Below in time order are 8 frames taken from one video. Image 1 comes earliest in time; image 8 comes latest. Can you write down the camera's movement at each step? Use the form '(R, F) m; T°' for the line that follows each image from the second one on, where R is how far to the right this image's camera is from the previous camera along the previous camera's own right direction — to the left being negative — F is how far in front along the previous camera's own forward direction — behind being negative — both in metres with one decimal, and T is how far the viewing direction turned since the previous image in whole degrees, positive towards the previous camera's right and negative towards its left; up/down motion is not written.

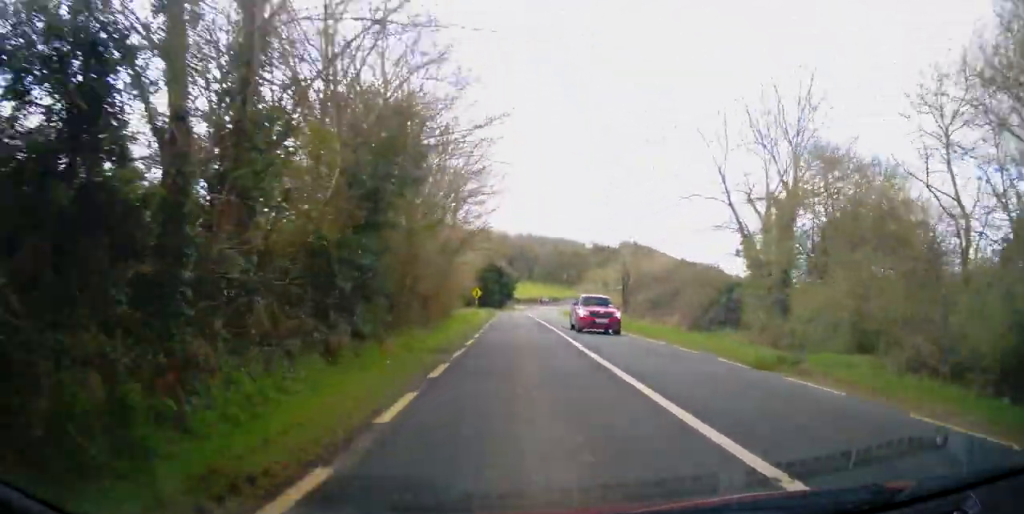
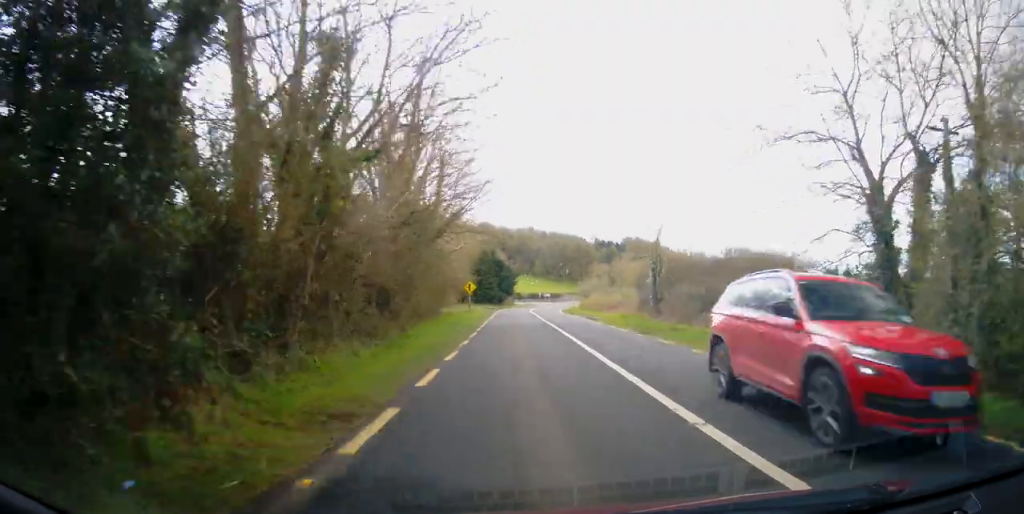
(0.0, +9.3) m; 0°
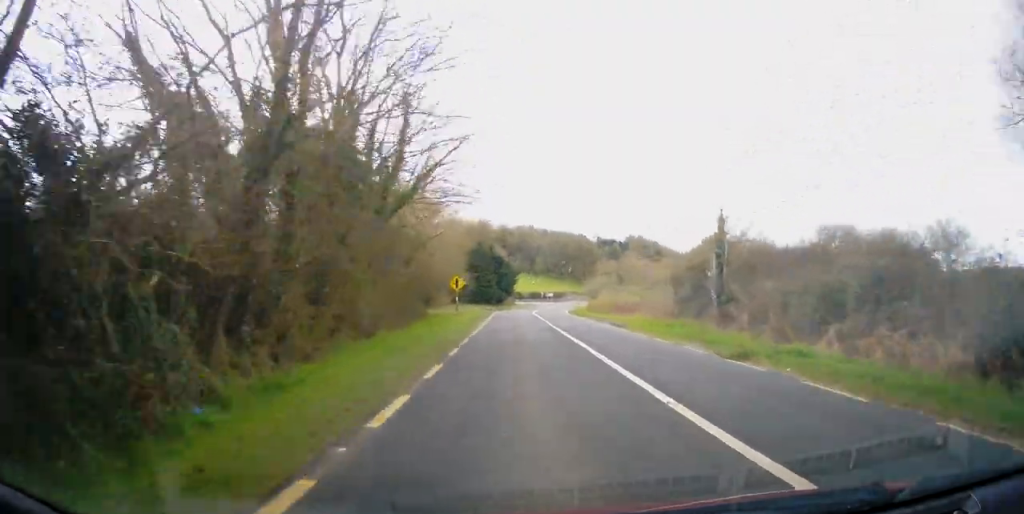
(0.0, +10.8) m; 0°
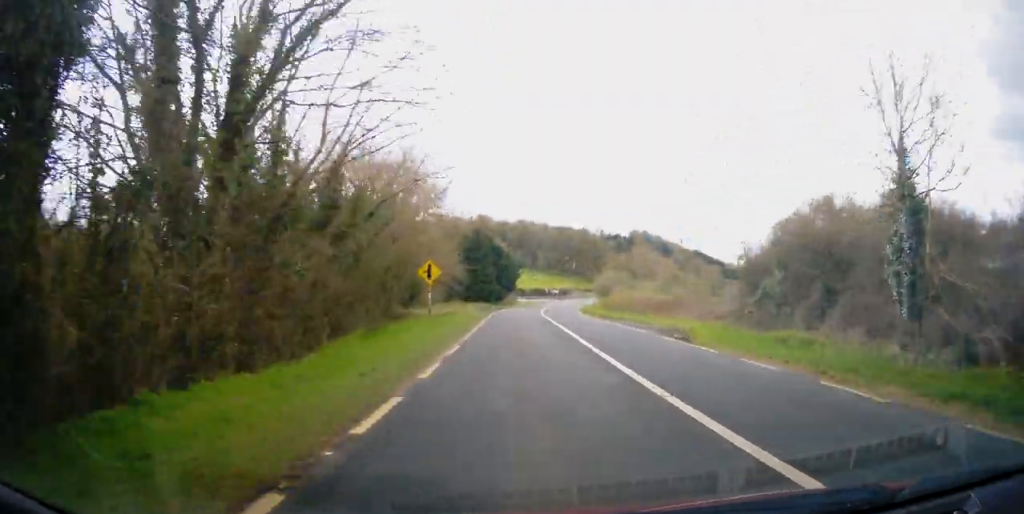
(0.0, +12.2) m; 0°
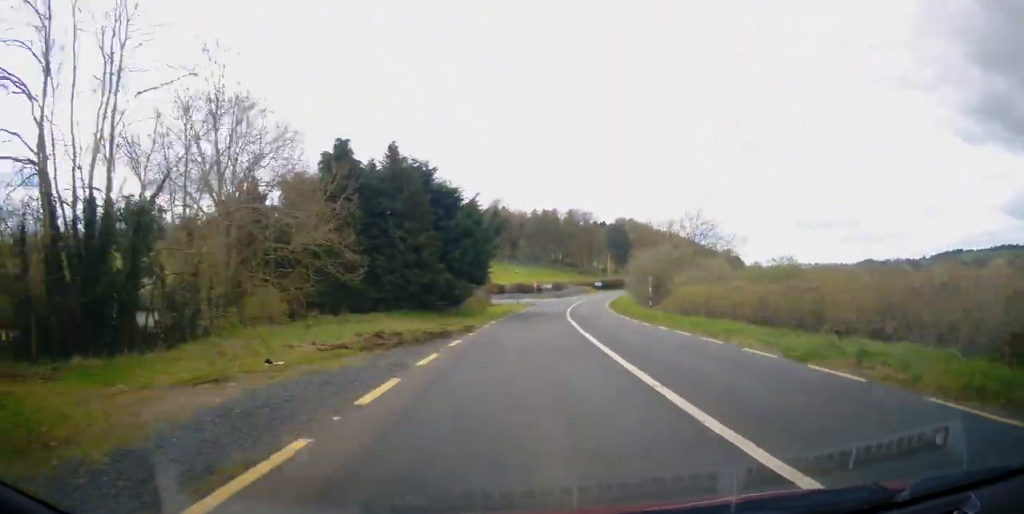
(0.0, +46.1) m; +1°
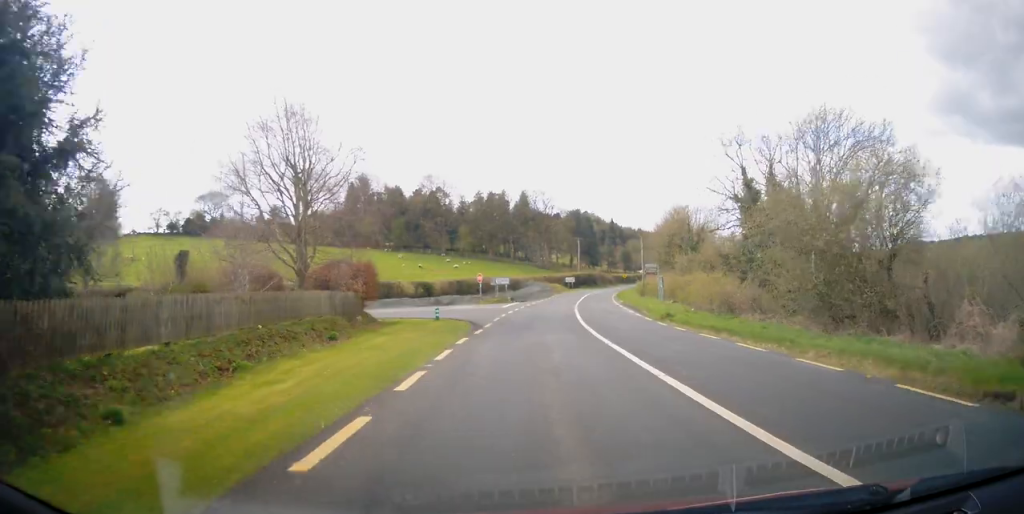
(+2.1, +42.0) m; +5°
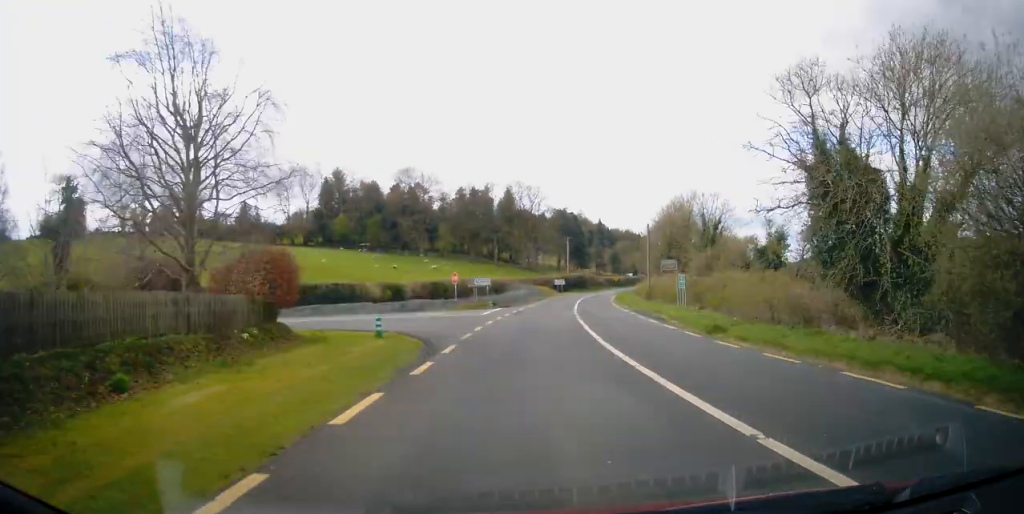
(-0.1, +10.1) m; +1°
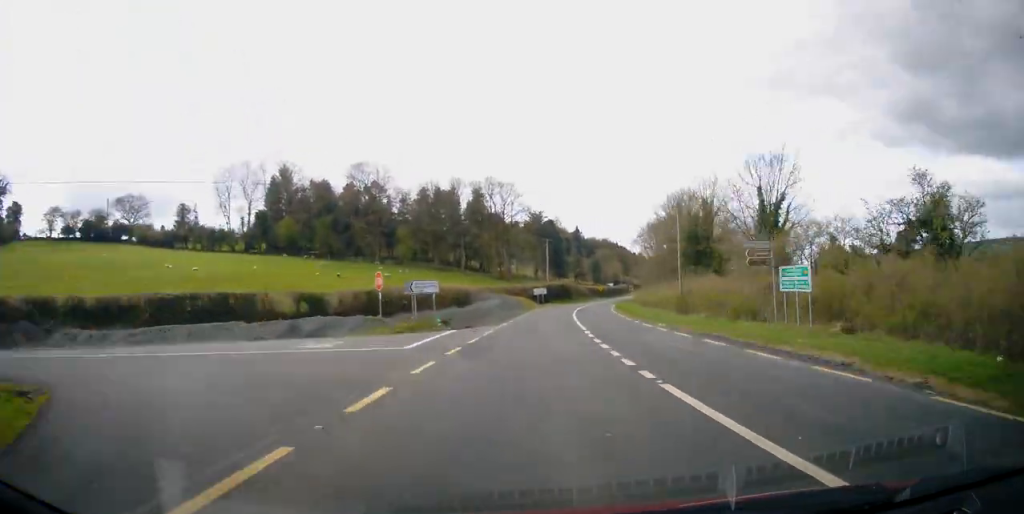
(+0.5, +18.8) m; +3°
